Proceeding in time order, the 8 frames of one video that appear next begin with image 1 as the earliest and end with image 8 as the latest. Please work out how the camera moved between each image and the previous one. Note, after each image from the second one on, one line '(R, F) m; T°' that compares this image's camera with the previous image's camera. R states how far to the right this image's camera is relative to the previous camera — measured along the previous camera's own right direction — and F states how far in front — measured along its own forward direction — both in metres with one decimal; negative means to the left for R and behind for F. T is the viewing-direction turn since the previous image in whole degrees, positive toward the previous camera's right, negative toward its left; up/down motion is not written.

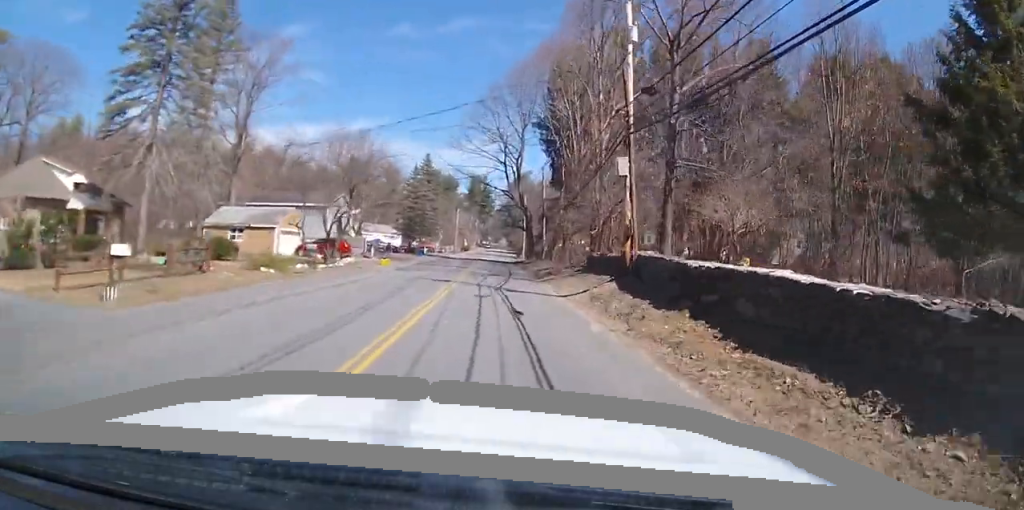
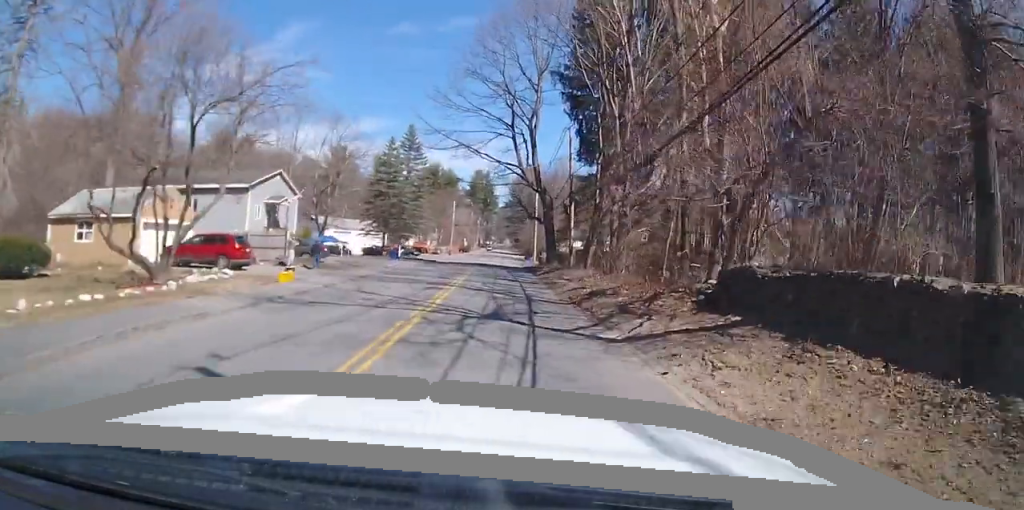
(-0.2, +21.0) m; 0°
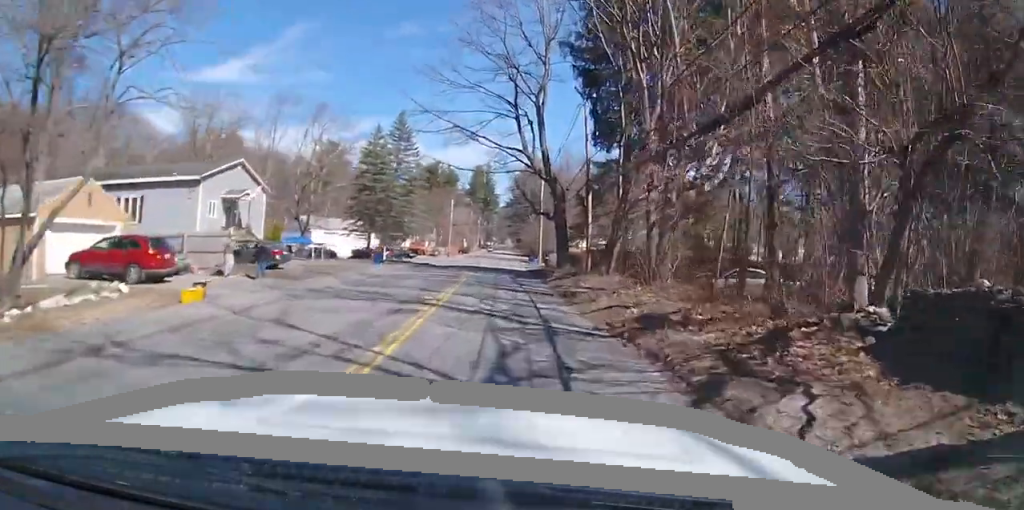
(0.0, +7.5) m; 0°
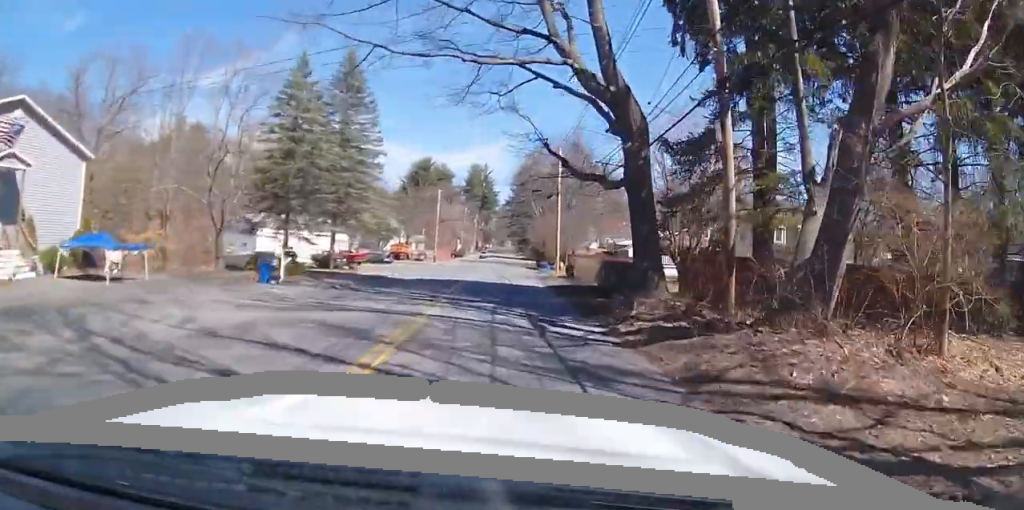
(-0.3, +21.3) m; +2°
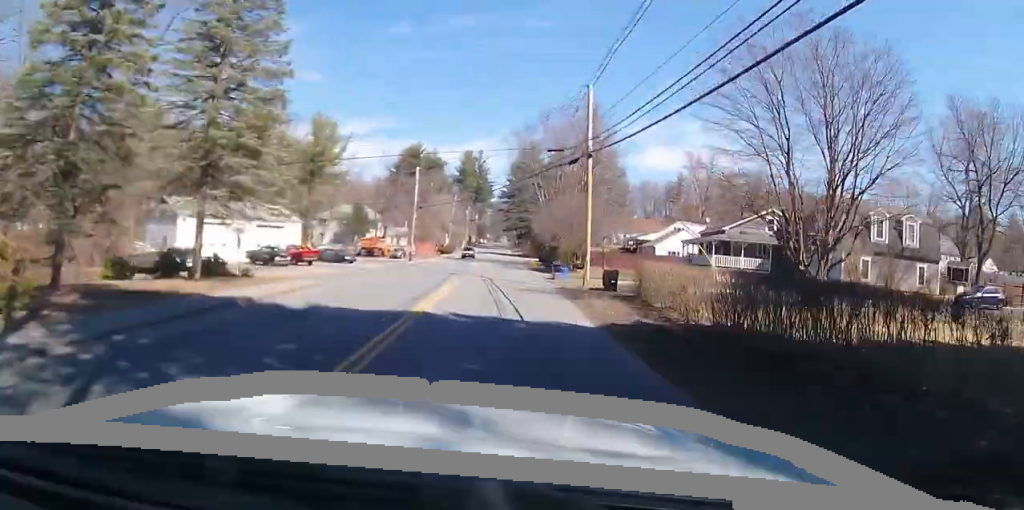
(+1.0, +18.2) m; +1°
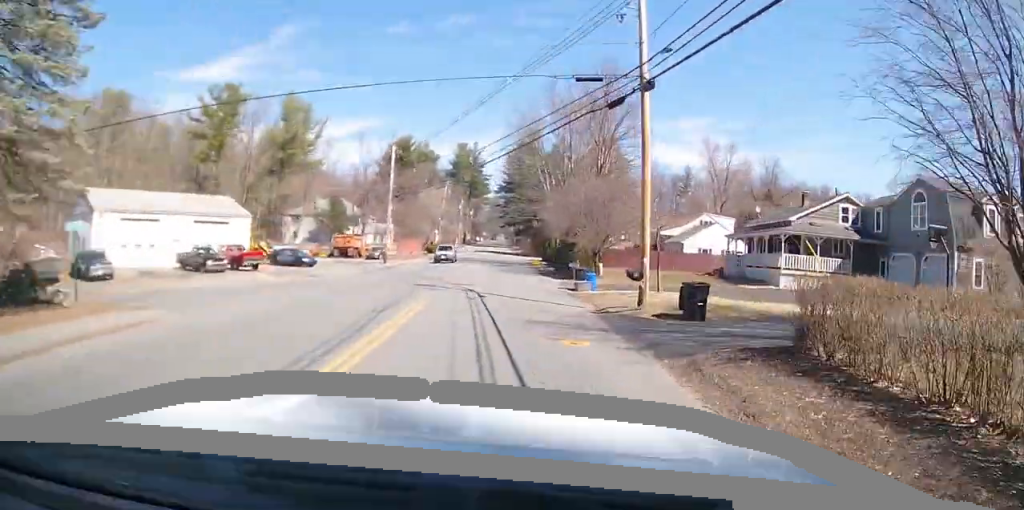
(-0.5, +12.4) m; -3°
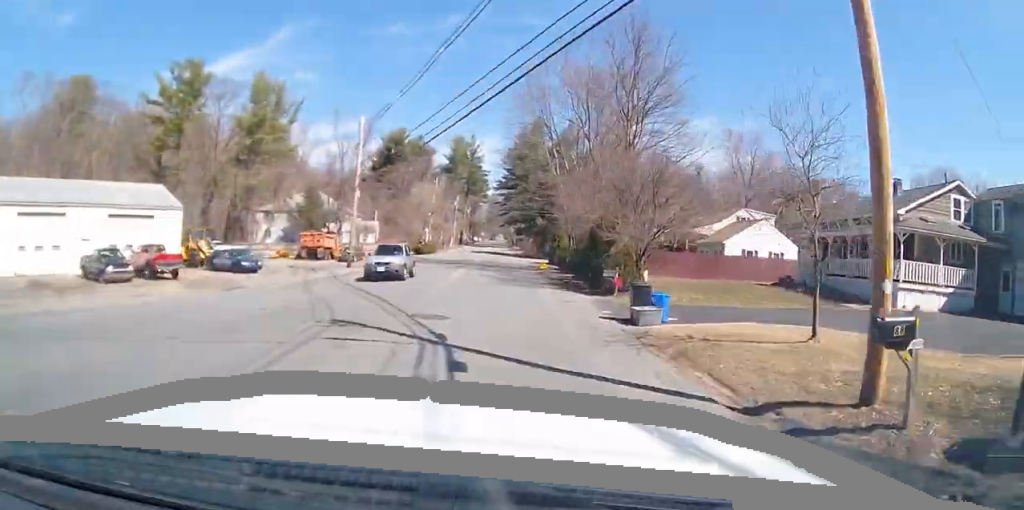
(-0.2, +11.4) m; 0°
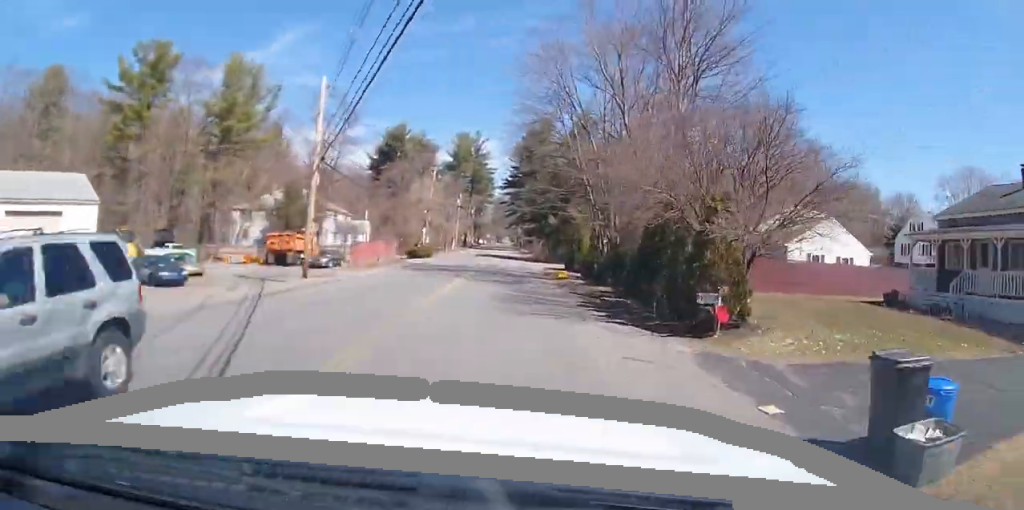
(+0.1, +10.2) m; 0°
